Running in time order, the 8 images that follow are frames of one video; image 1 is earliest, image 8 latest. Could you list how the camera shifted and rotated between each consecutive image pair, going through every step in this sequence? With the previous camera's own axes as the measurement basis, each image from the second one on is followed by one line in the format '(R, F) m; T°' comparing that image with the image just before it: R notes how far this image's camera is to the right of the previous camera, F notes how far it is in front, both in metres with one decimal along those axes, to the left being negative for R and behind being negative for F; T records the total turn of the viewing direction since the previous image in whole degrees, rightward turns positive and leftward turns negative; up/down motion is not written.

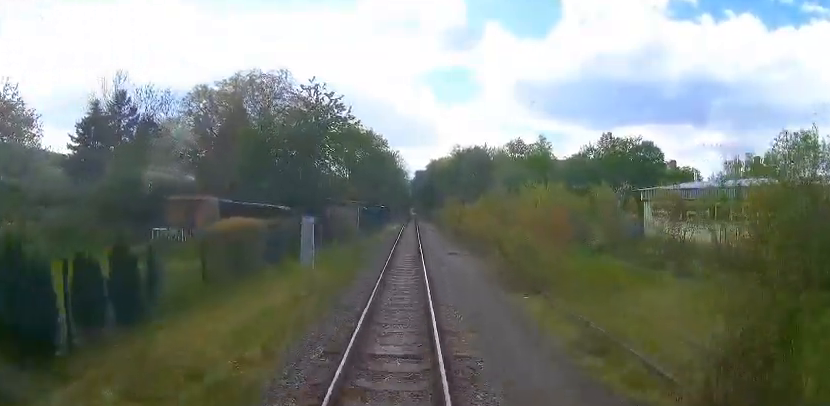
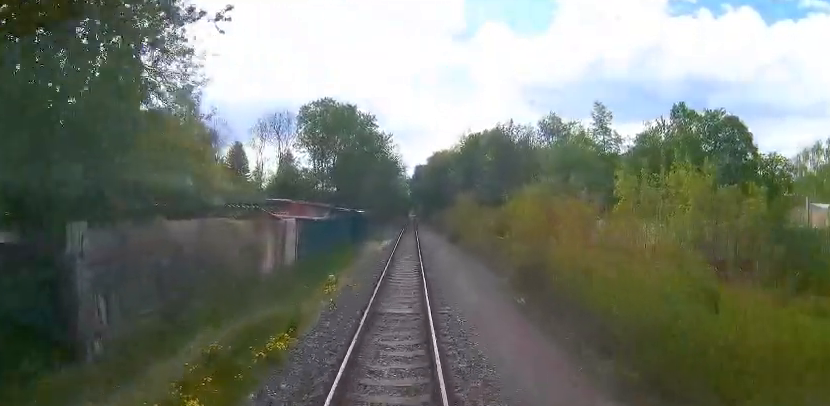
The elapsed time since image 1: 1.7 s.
(0.0, +21.8) m; 0°
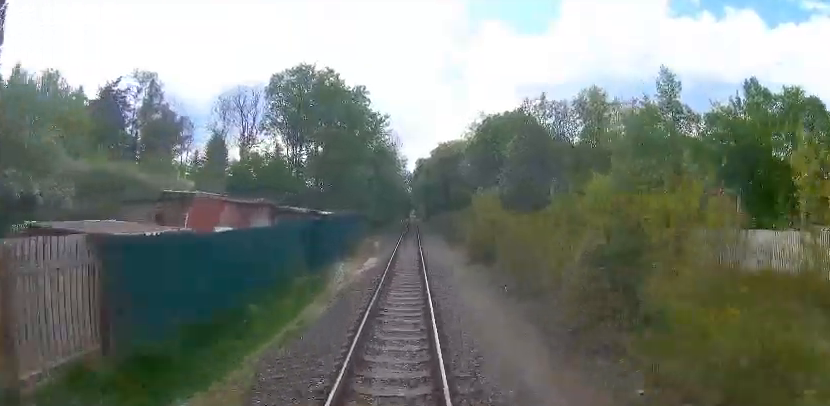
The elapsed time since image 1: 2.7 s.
(0.0, +13.0) m; 0°
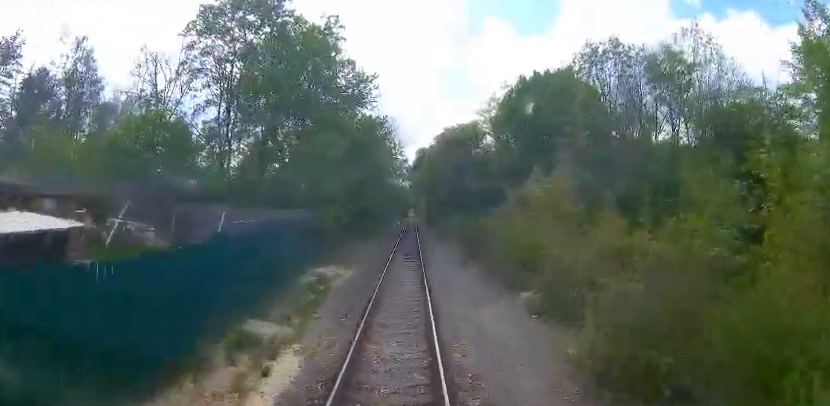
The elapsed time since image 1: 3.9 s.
(0.0, +15.9) m; 0°
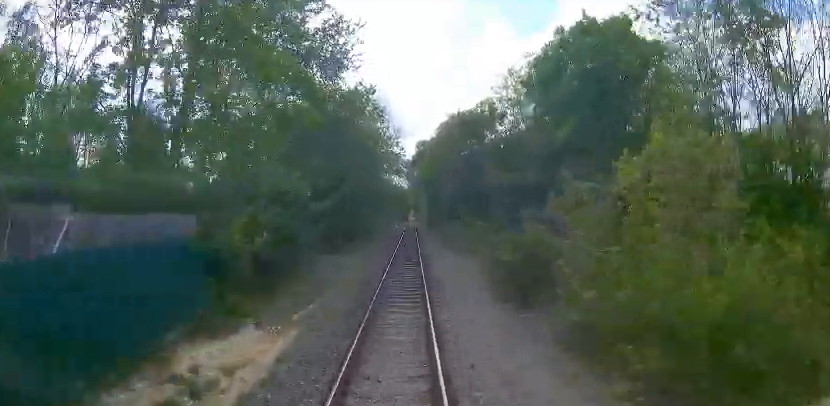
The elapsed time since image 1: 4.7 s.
(0.0, +9.8) m; 0°
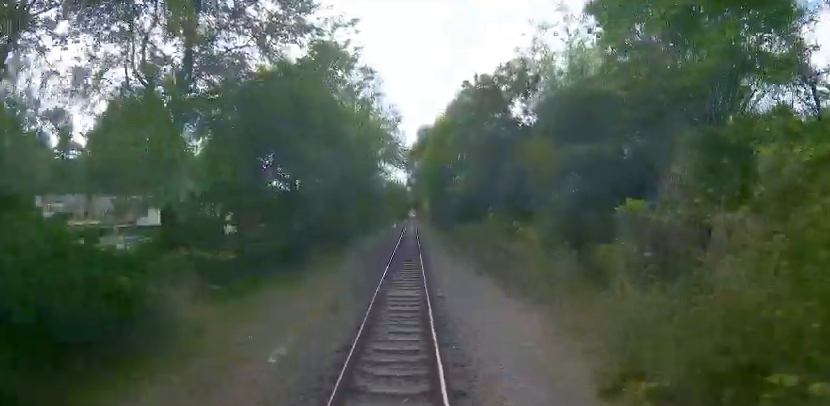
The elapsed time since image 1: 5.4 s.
(0.0, +9.4) m; -1°
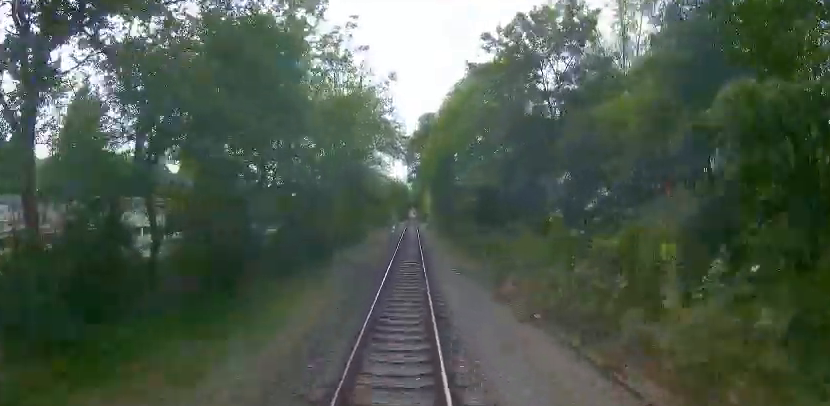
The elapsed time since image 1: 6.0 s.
(+0.1, +7.7) m; -1°
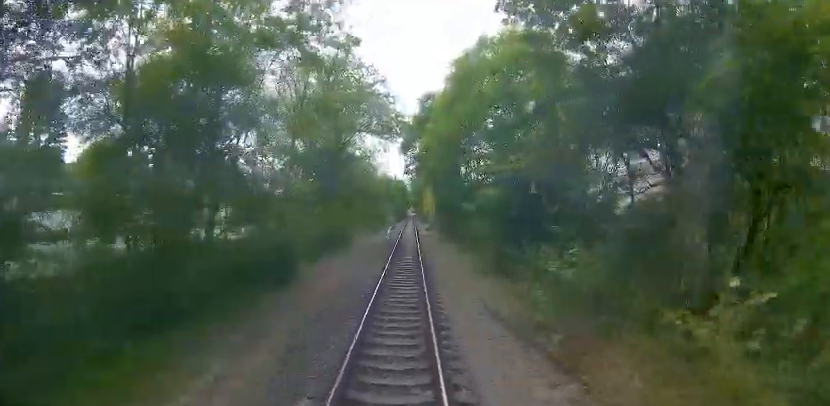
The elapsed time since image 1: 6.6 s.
(-0.2, +7.8) m; +1°
